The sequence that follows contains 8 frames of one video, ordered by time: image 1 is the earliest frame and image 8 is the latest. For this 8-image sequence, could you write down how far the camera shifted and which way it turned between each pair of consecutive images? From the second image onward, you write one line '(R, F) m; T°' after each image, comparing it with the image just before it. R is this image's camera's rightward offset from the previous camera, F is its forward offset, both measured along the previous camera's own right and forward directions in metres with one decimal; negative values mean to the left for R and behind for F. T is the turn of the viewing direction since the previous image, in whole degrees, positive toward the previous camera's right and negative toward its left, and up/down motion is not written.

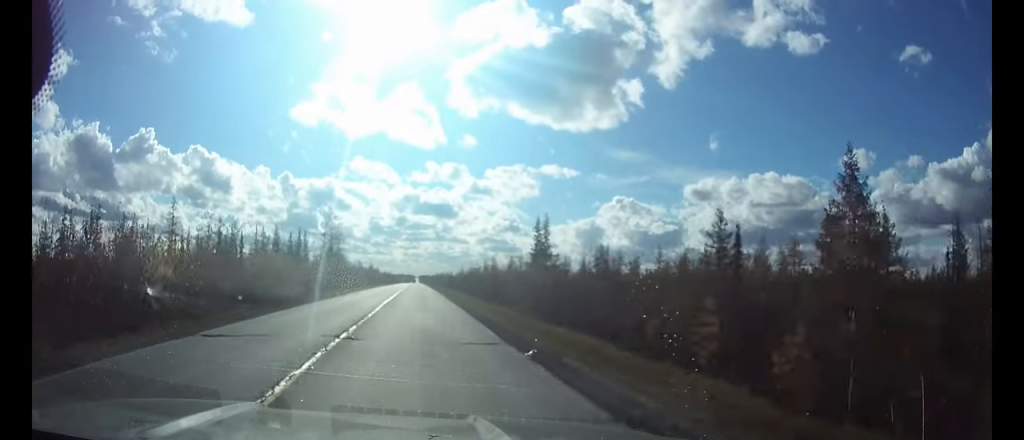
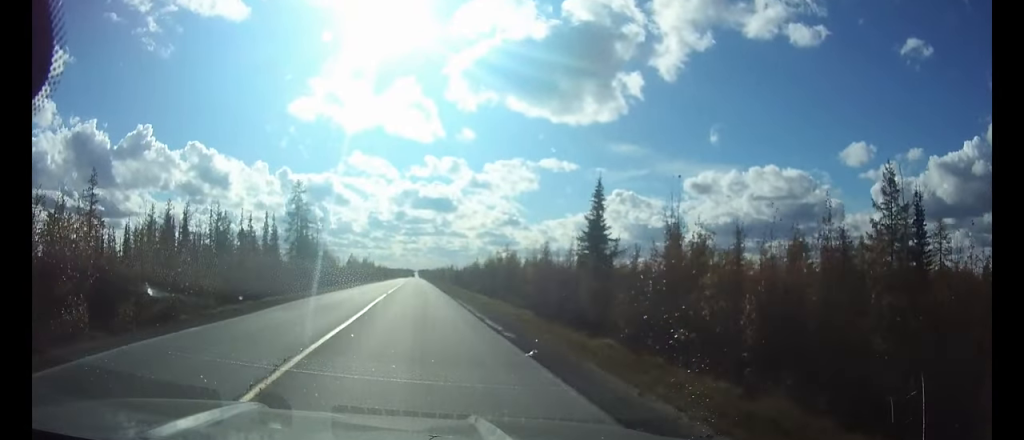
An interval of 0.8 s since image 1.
(0.0, +22.7) m; 0°
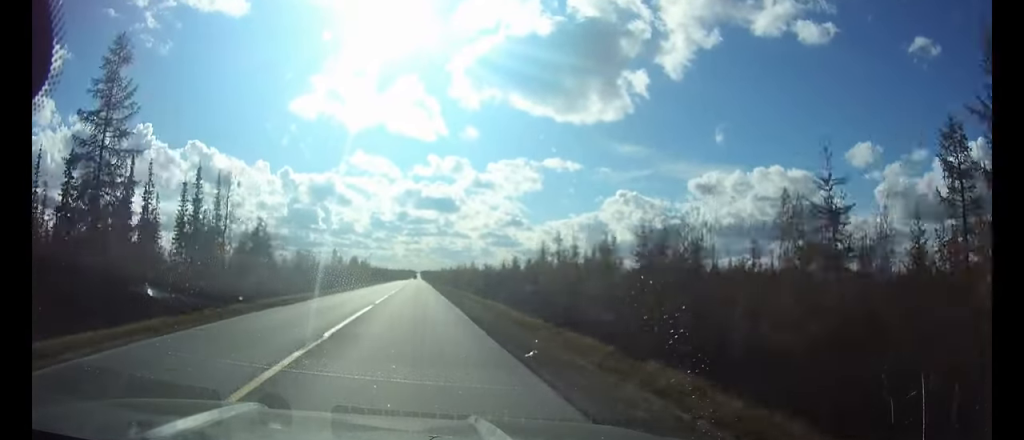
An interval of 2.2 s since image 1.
(0.0, +41.7) m; 0°
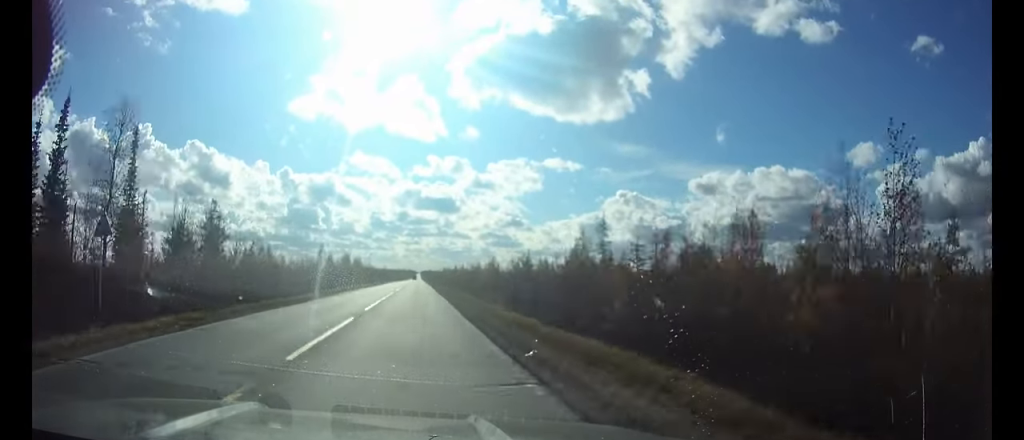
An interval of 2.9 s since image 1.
(0.0, +18.1) m; 0°
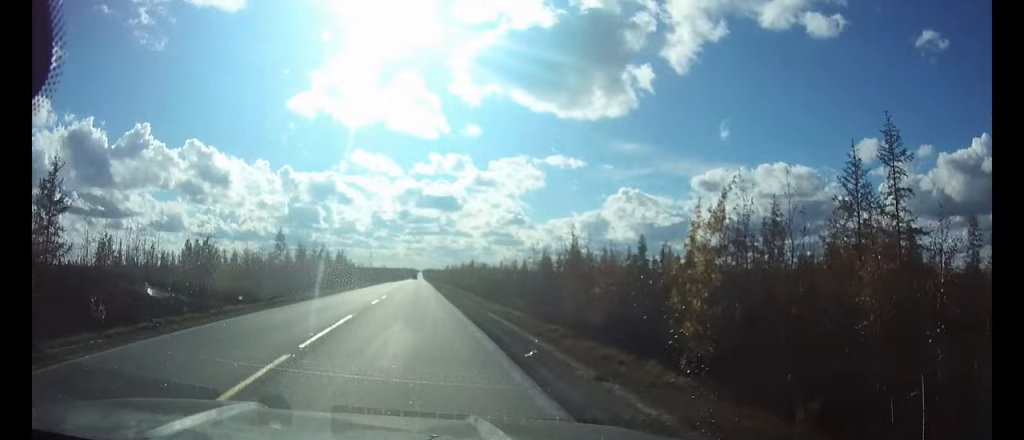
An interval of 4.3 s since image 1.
(0.0, +39.2) m; 0°
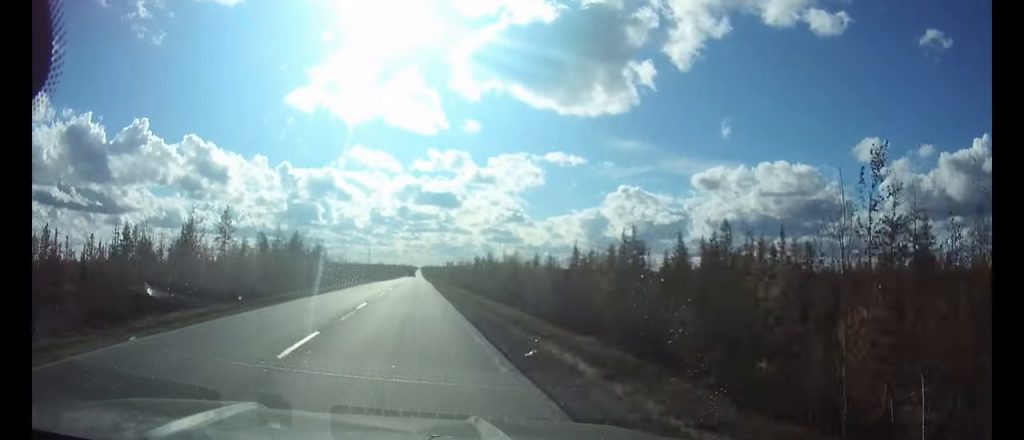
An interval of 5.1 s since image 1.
(0.0, +25.7) m; 0°
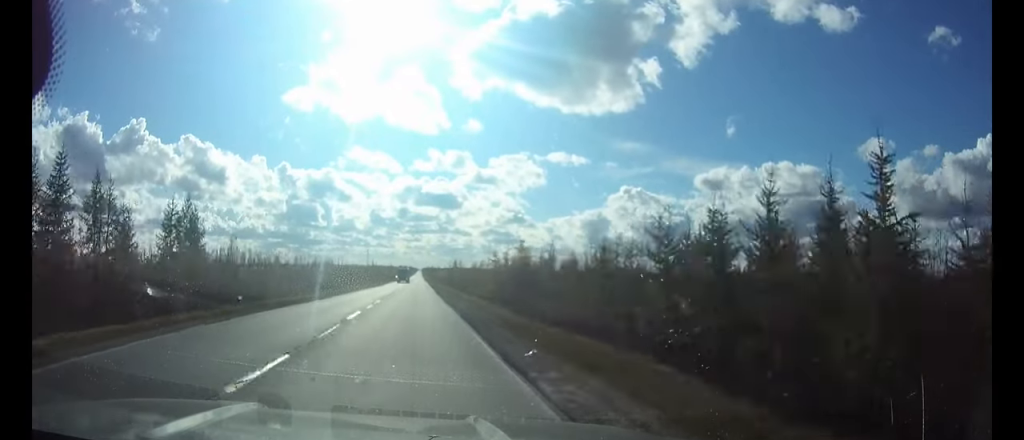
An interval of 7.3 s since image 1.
(-0.1, +63.1) m; 0°
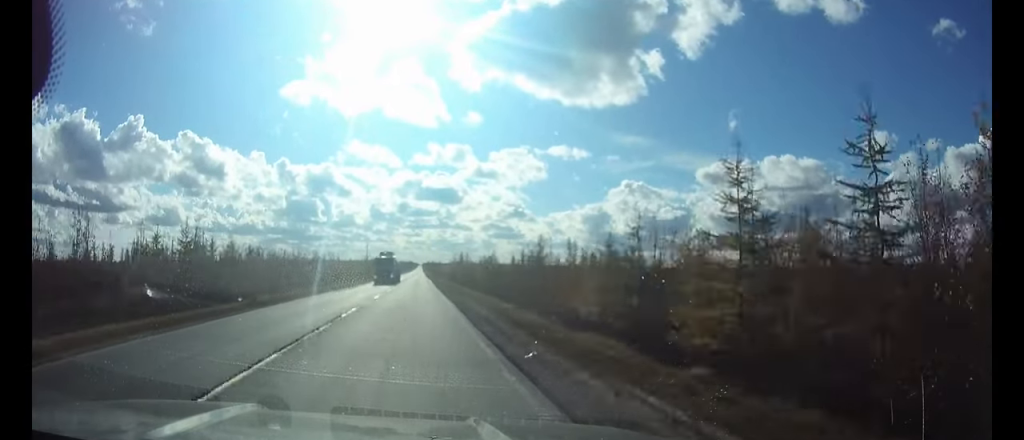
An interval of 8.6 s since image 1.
(0.0, +37.8) m; 0°
